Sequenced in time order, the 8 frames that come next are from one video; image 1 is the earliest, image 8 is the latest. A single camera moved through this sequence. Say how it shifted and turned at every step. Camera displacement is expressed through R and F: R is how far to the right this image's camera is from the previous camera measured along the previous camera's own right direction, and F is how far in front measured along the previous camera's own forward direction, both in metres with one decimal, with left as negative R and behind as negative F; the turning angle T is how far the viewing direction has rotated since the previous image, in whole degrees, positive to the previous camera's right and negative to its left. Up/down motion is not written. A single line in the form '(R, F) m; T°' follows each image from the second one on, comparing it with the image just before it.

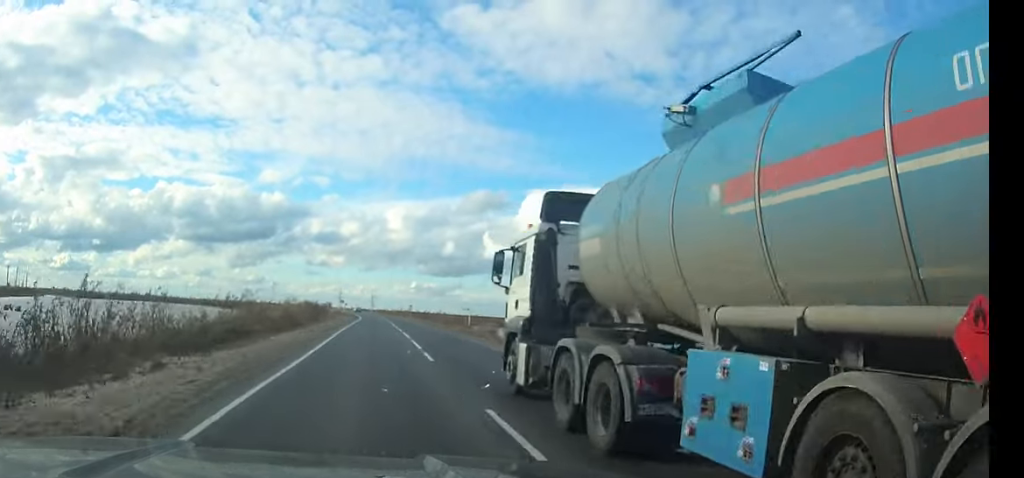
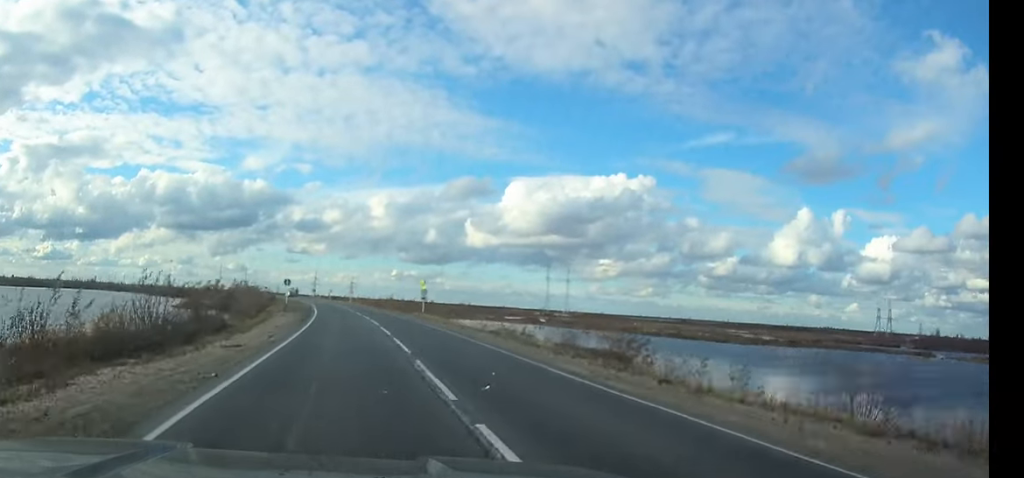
(+0.5, +59.4) m; 0°
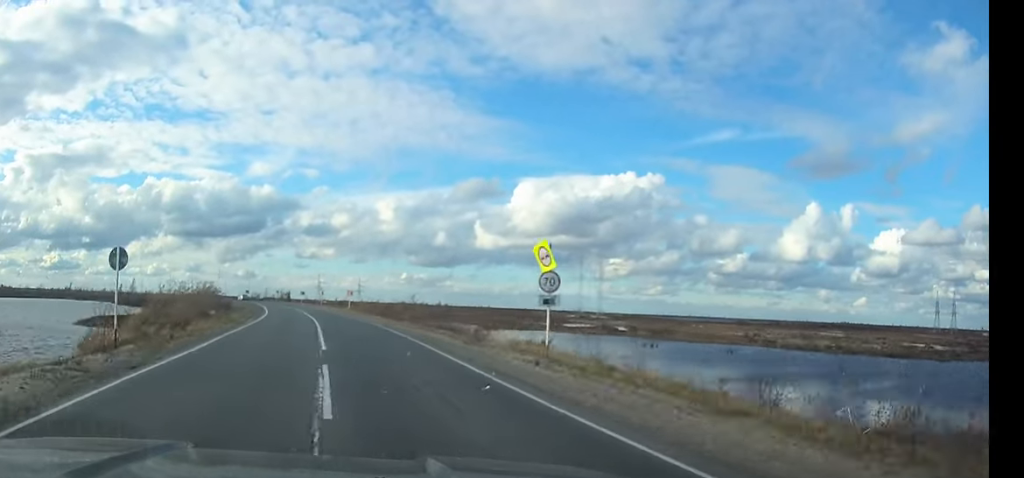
(-0.3, +41.6) m; -3°
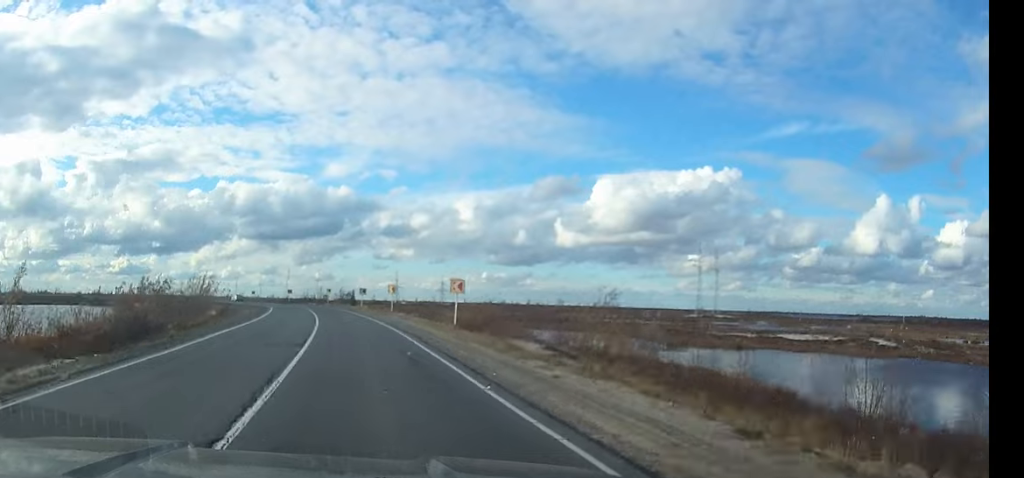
(-2.4, +44.4) m; -7°
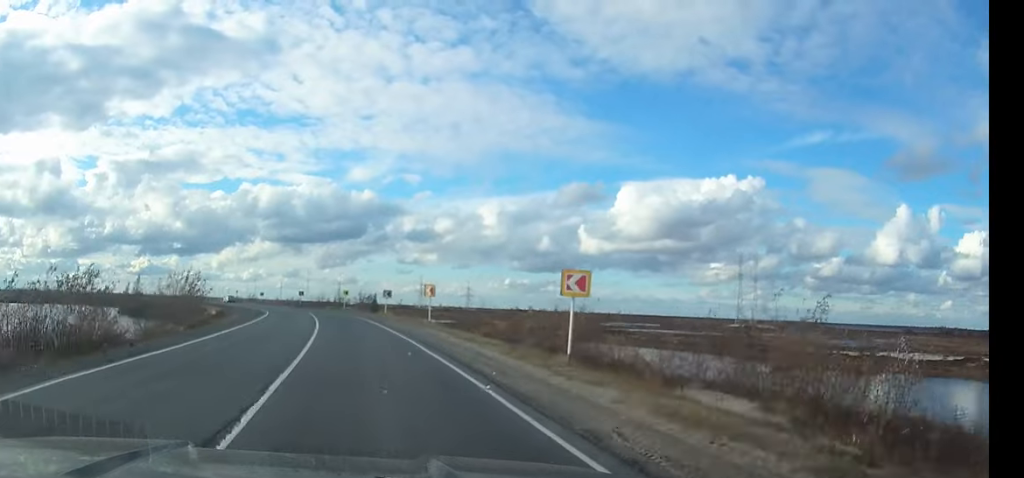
(-0.2, +14.9) m; -3°
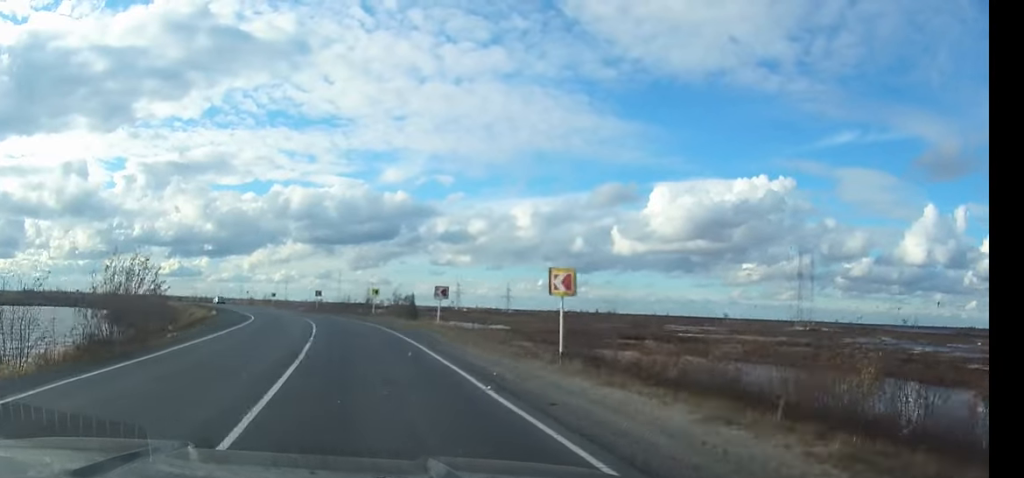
(-0.5, +22.2) m; -4°
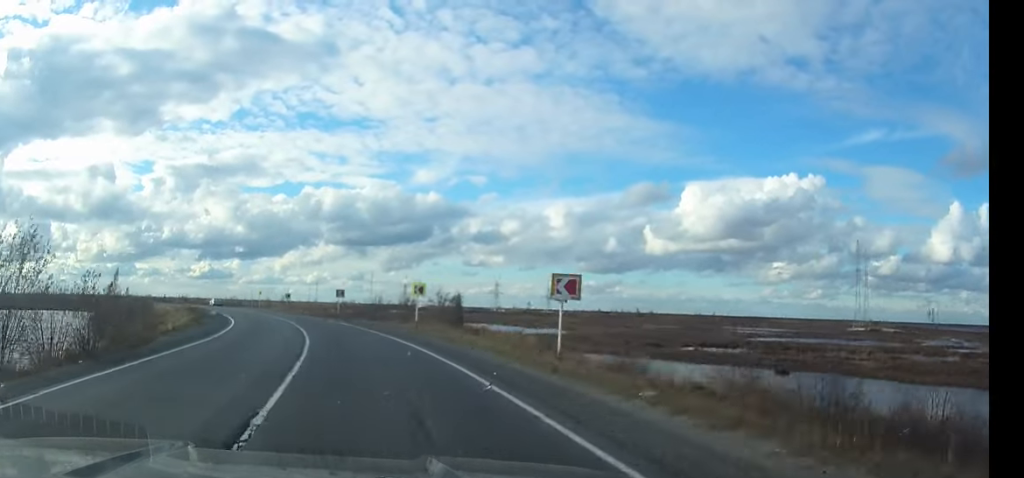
(-0.6, +17.1) m; -4°
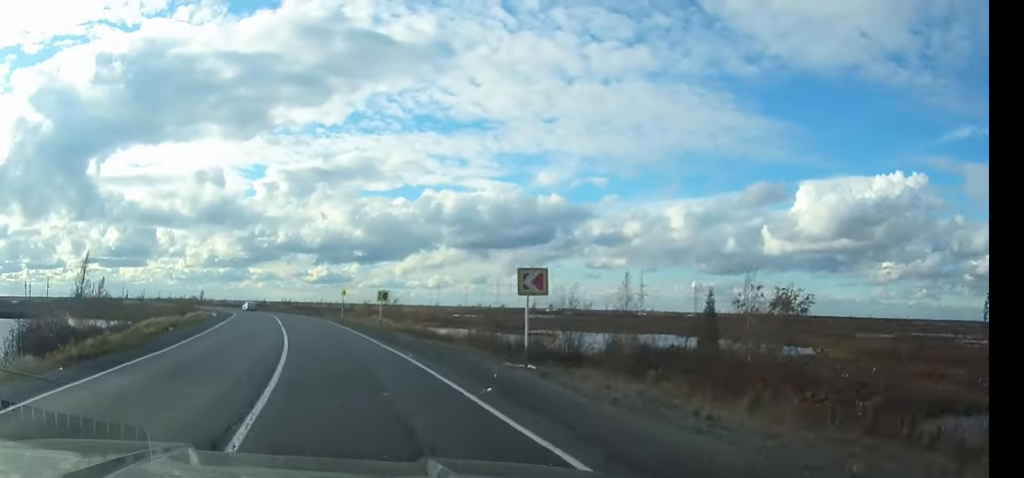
(-4.0, +40.7) m; -10°
